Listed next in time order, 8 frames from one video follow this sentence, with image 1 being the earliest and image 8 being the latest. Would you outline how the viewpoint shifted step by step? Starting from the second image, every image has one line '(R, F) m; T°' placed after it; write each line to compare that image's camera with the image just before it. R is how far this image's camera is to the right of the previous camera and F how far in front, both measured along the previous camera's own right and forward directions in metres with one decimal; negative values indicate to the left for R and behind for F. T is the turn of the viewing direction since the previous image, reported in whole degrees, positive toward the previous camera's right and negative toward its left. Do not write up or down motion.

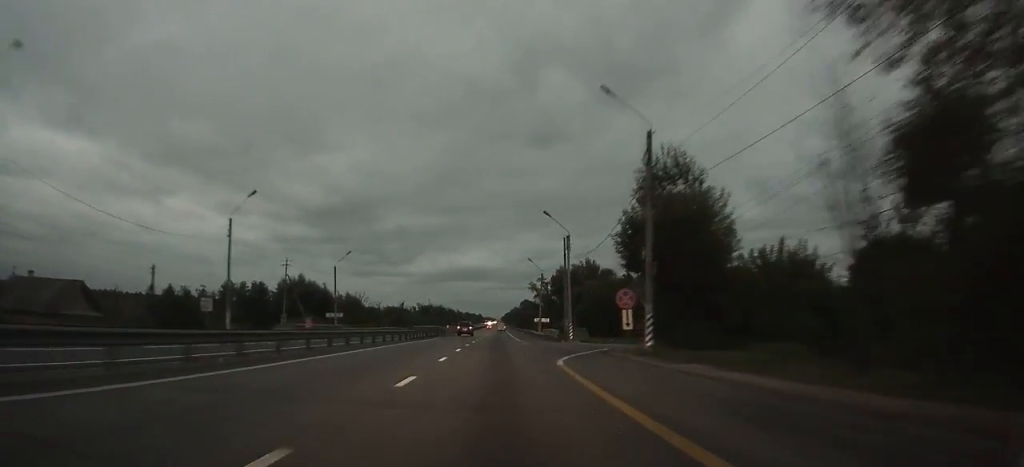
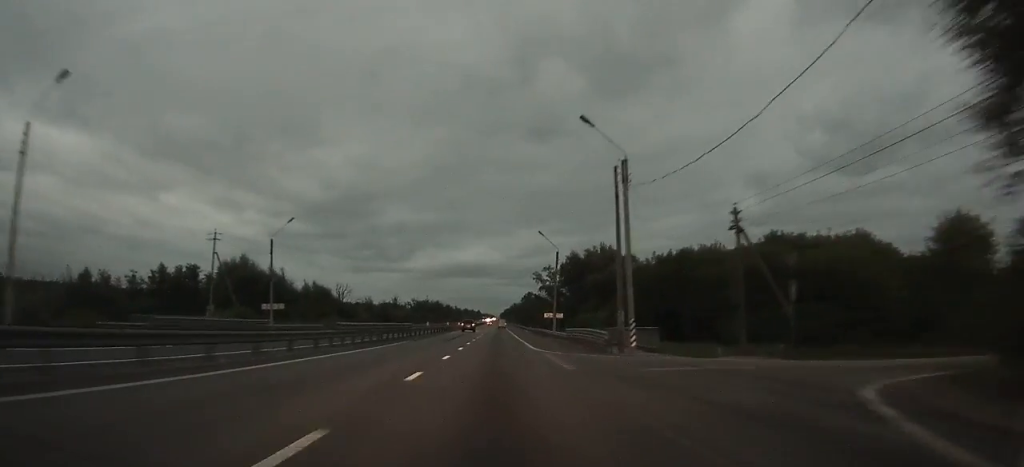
(0.0, +22.6) m; 0°
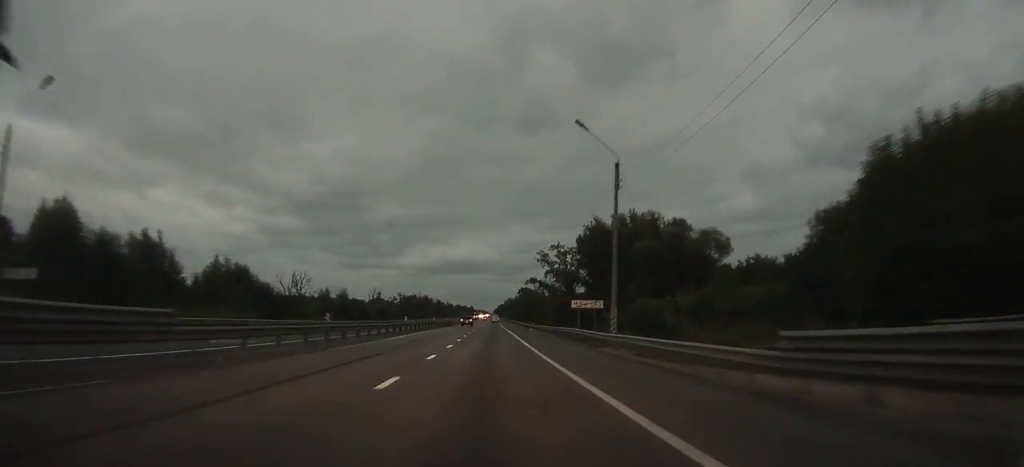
(+0.1, +33.7) m; 0°
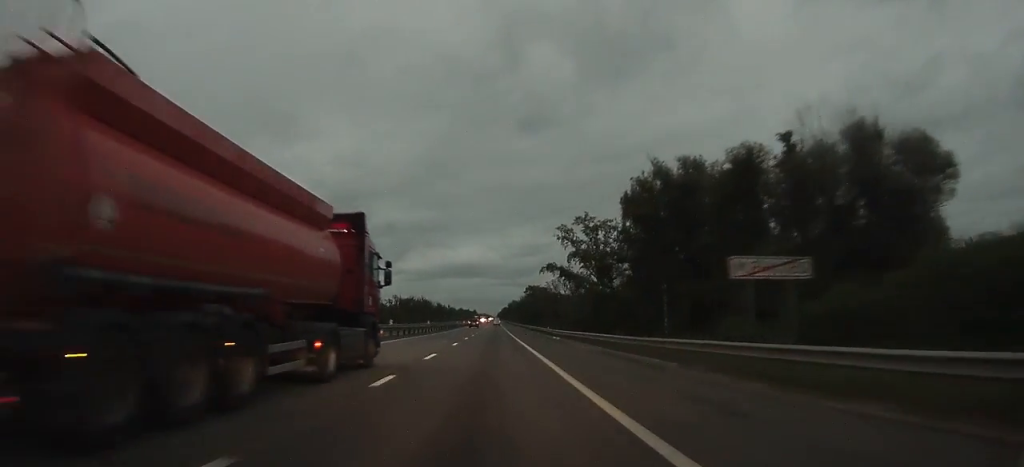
(+0.1, +31.1) m; 0°
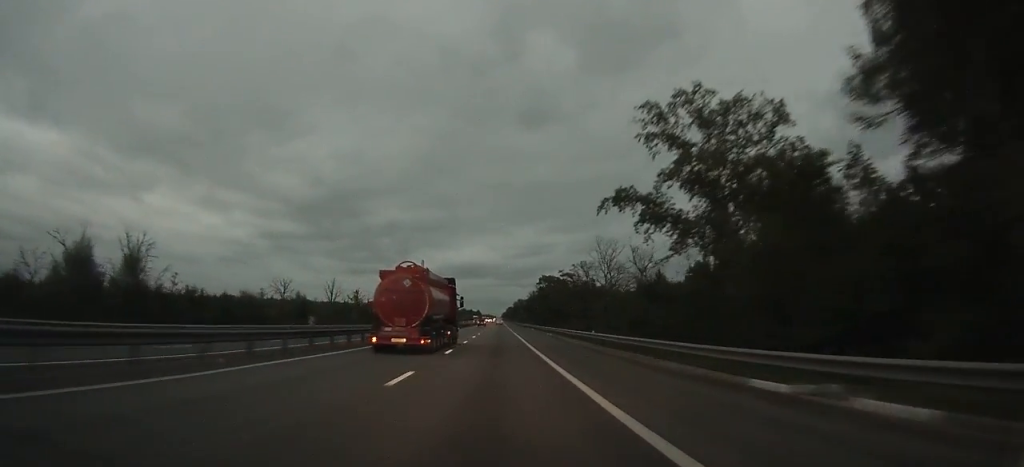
(-0.2, +42.4) m; 0°
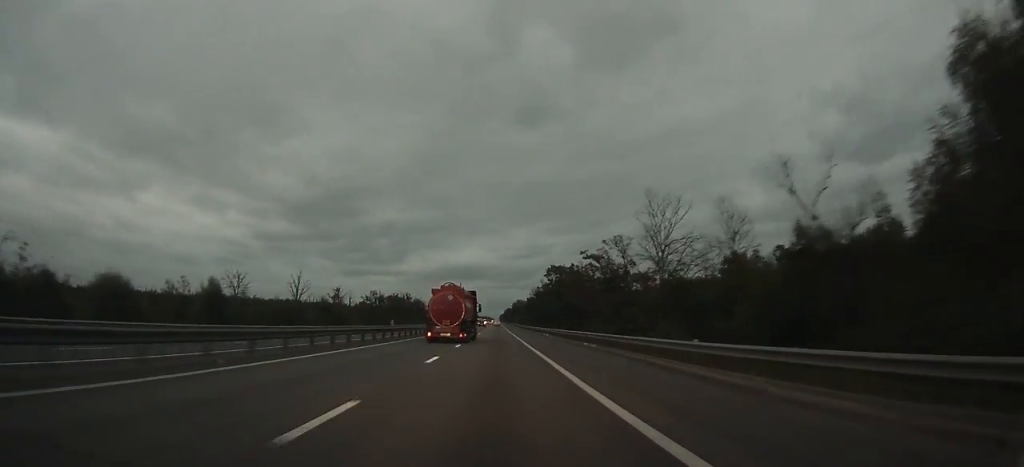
(0.0, +28.8) m; 0°
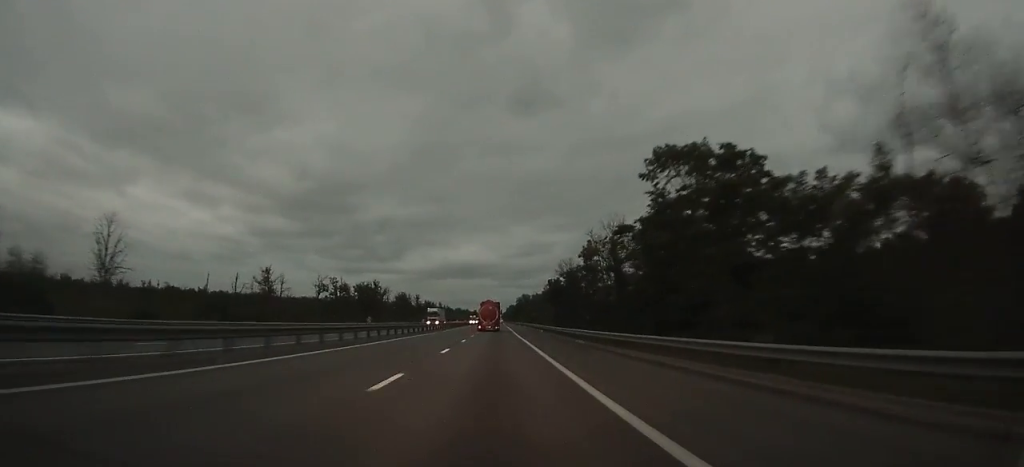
(-0.1, +77.5) m; 0°
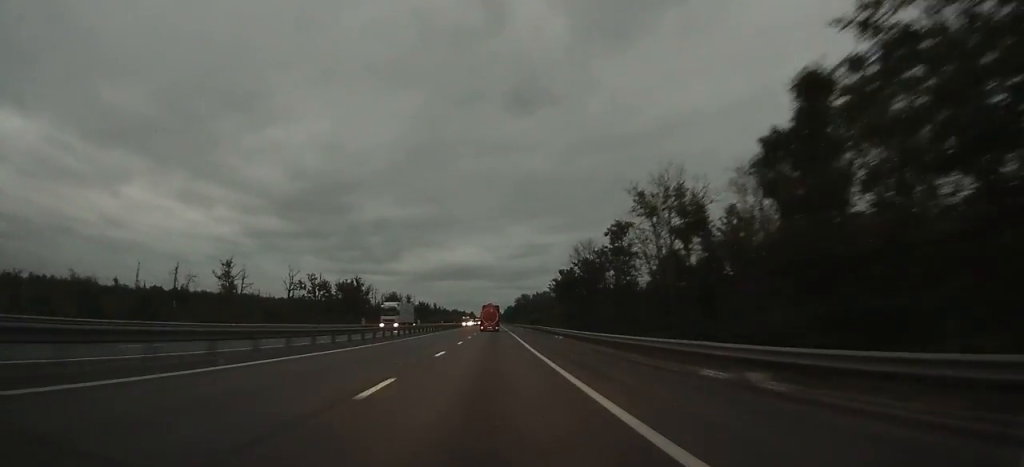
(0.0, +24.2) m; 0°
